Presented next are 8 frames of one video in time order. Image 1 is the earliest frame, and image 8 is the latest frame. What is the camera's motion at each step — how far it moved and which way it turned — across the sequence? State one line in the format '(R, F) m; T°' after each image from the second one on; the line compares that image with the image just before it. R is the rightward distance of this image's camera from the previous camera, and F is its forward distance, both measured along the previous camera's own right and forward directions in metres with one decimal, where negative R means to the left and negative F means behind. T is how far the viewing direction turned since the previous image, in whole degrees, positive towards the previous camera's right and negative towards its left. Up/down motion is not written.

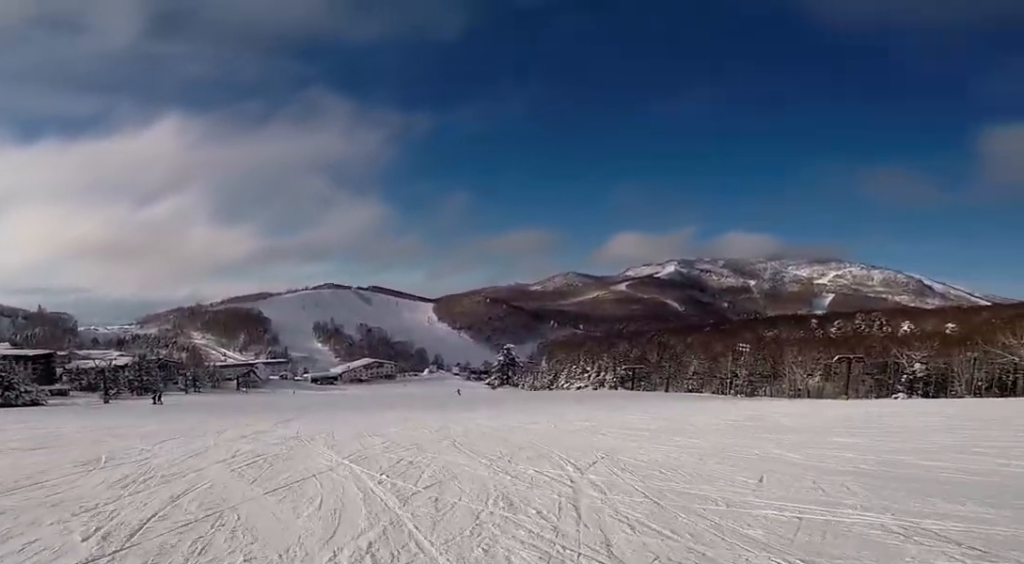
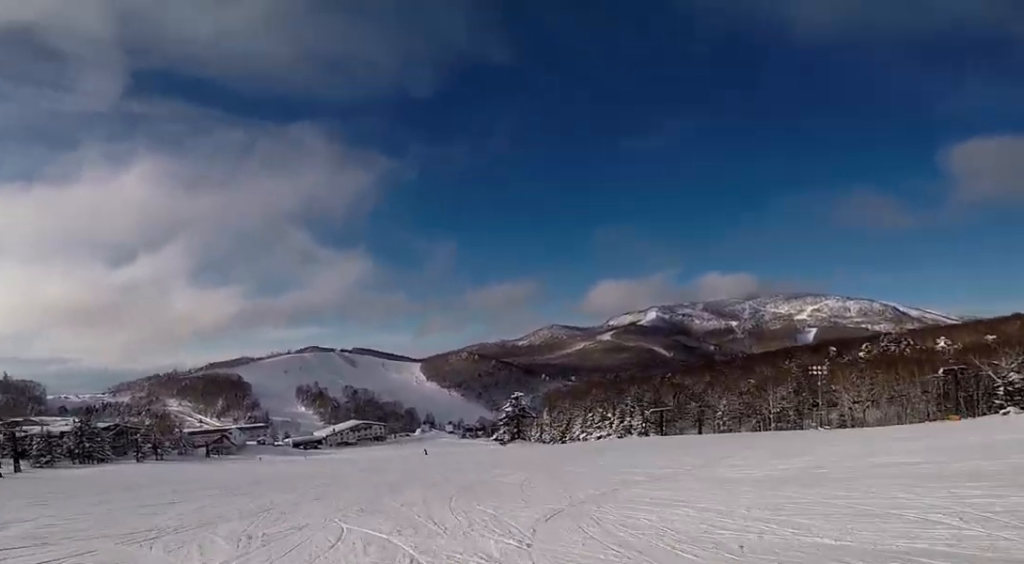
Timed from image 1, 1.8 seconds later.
(-0.7, +20.0) m; -4°
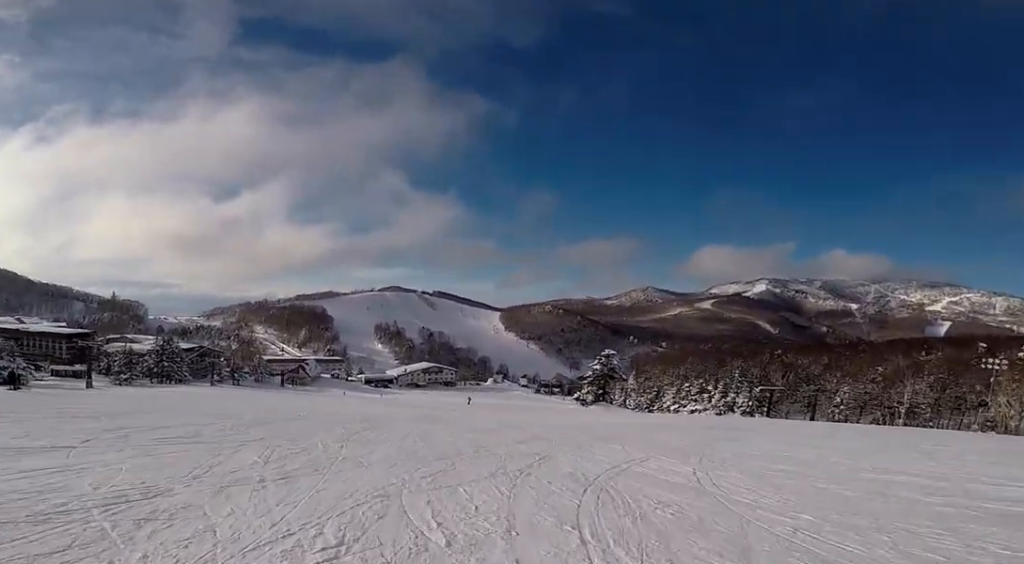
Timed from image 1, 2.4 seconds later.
(0.0, +7.6) m; 0°
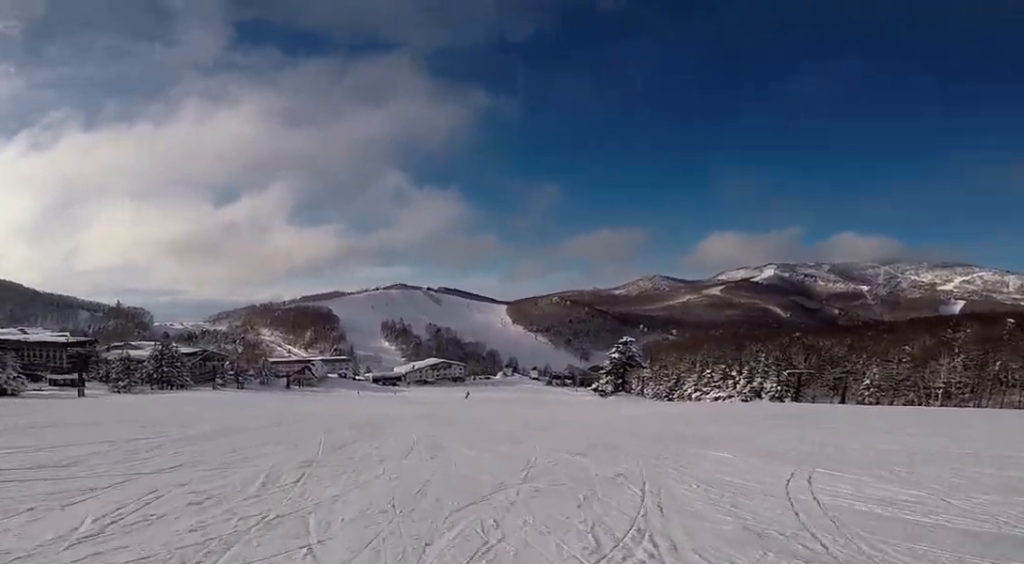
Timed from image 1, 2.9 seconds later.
(0.0, +4.9) m; 0°
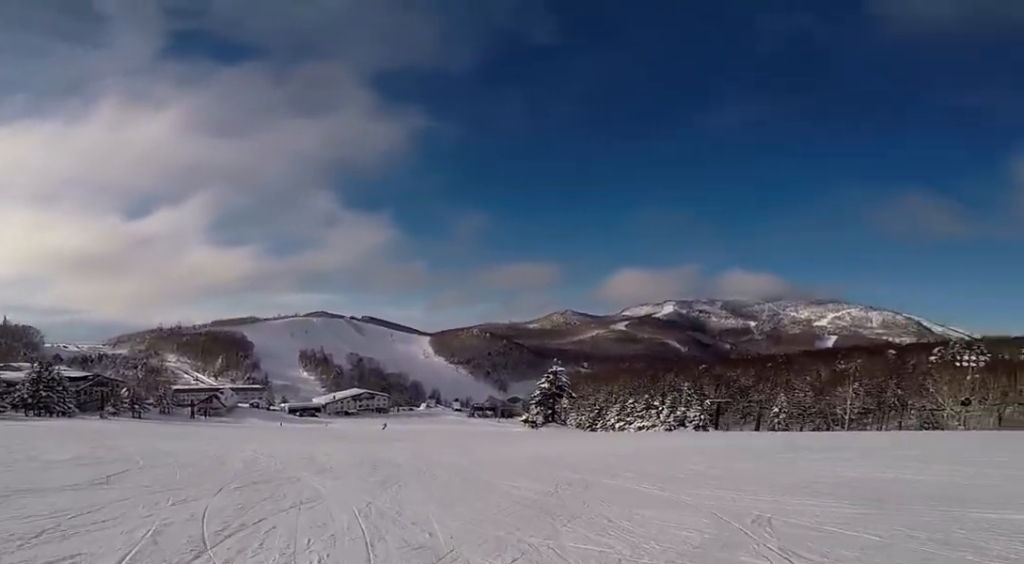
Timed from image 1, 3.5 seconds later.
(0.0, +7.1) m; +1°
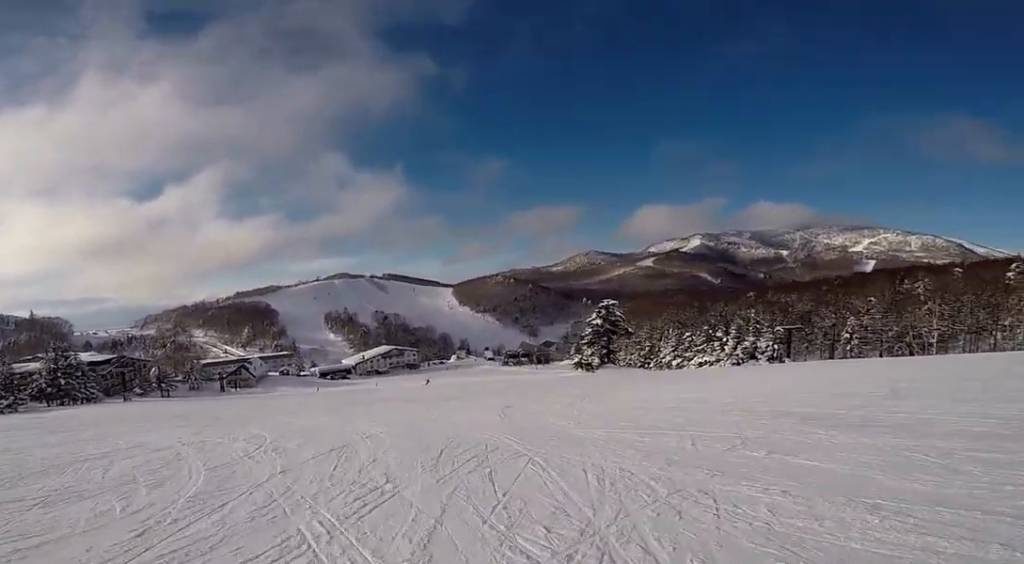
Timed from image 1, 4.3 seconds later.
(-0.1, +8.8) m; +3°
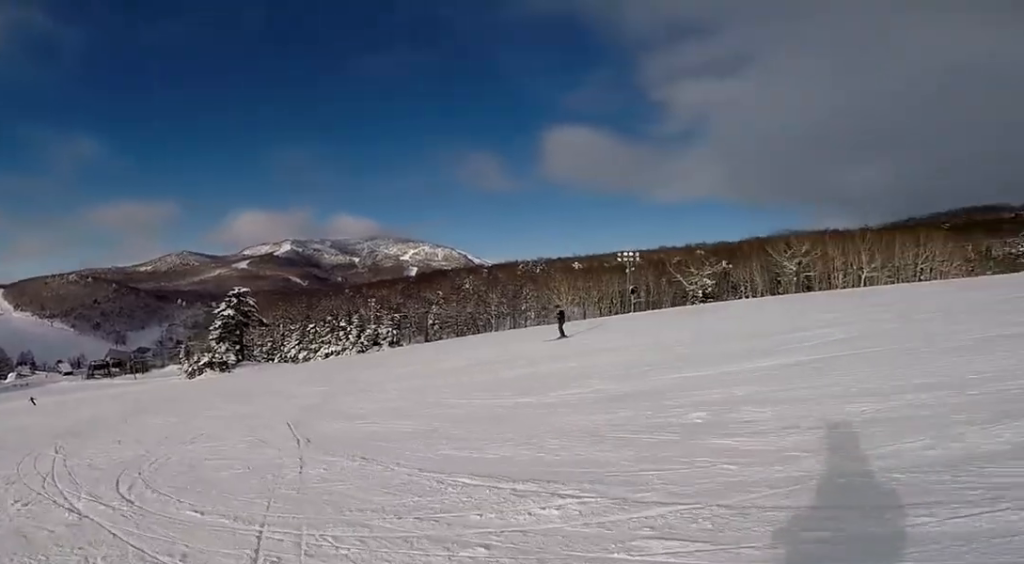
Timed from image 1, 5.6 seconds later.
(+1.2, +13.1) m; +9°
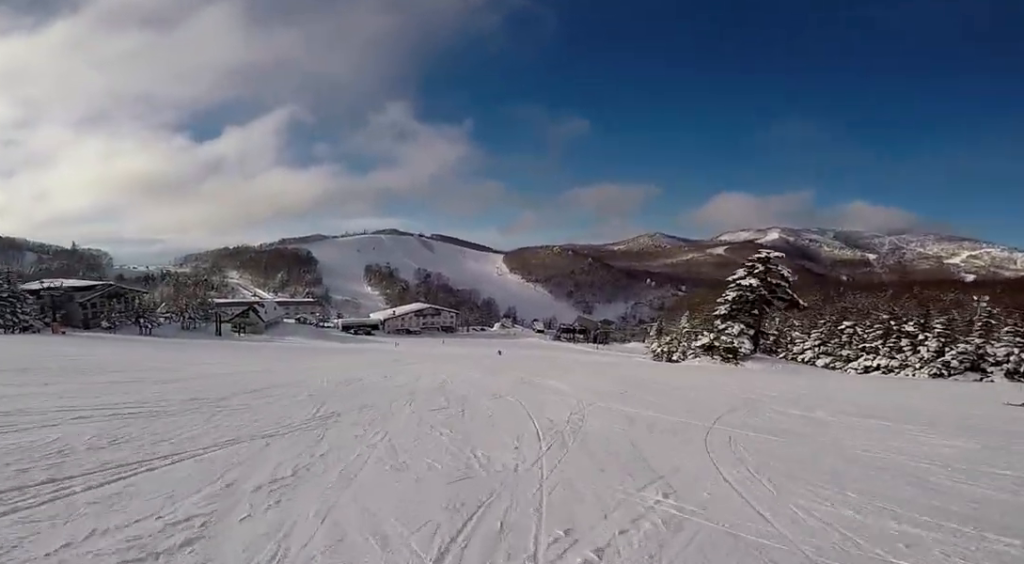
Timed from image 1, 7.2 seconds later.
(-1.4, +15.9) m; -20°
